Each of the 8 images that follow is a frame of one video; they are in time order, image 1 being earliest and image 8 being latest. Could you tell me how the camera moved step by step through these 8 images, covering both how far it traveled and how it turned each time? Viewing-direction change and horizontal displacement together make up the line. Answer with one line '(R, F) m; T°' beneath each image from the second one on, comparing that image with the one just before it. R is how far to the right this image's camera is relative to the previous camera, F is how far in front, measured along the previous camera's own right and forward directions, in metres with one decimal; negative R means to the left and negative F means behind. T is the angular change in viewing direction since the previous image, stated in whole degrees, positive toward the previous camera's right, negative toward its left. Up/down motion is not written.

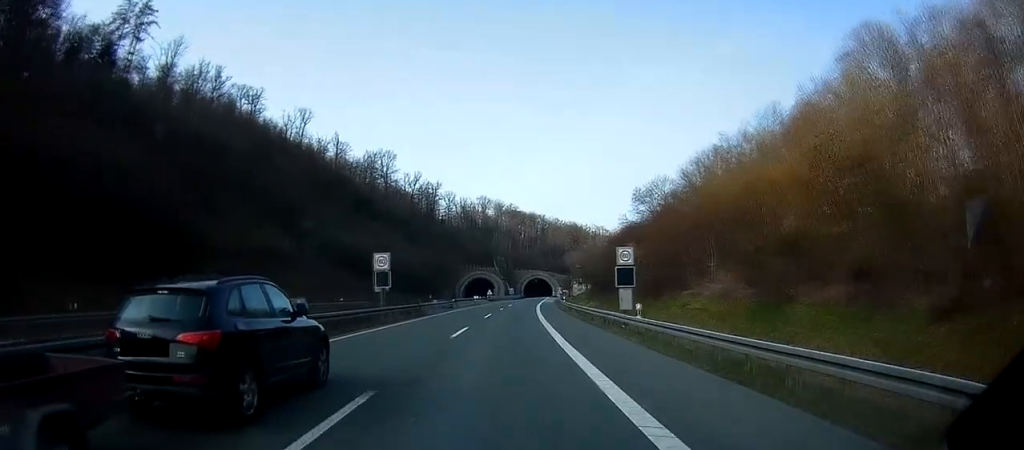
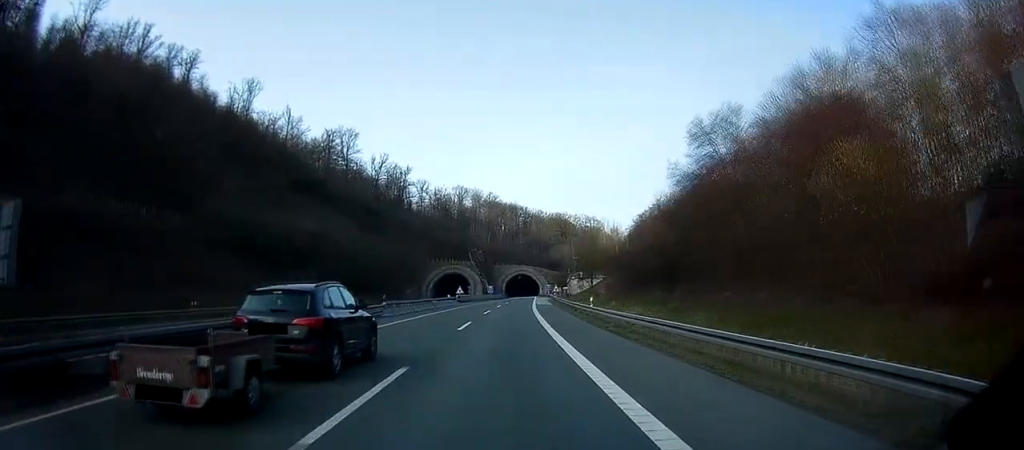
(+0.7, +33.6) m; +2°
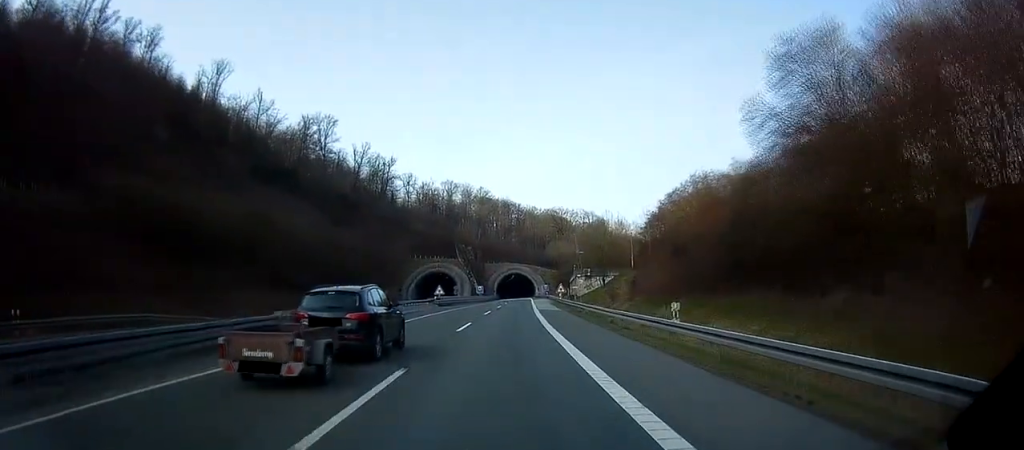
(+0.3, +18.4) m; +1°
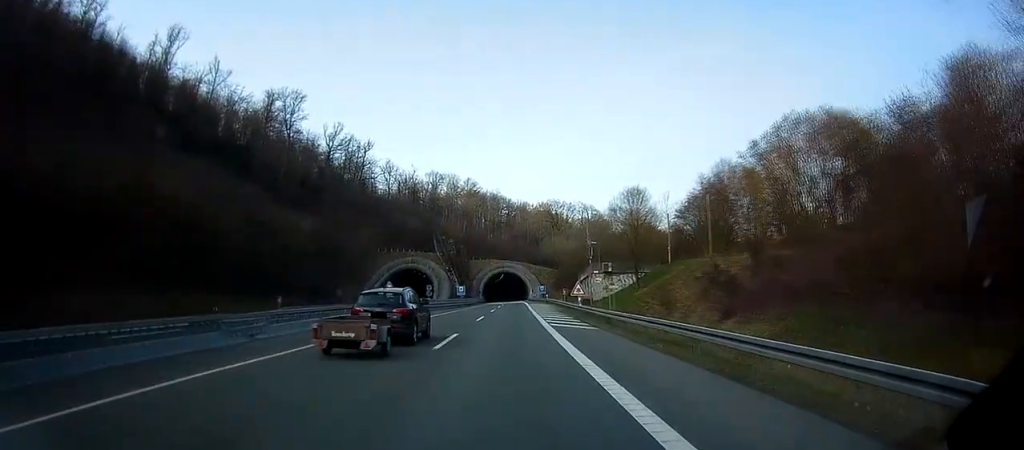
(0.0, +24.6) m; +1°
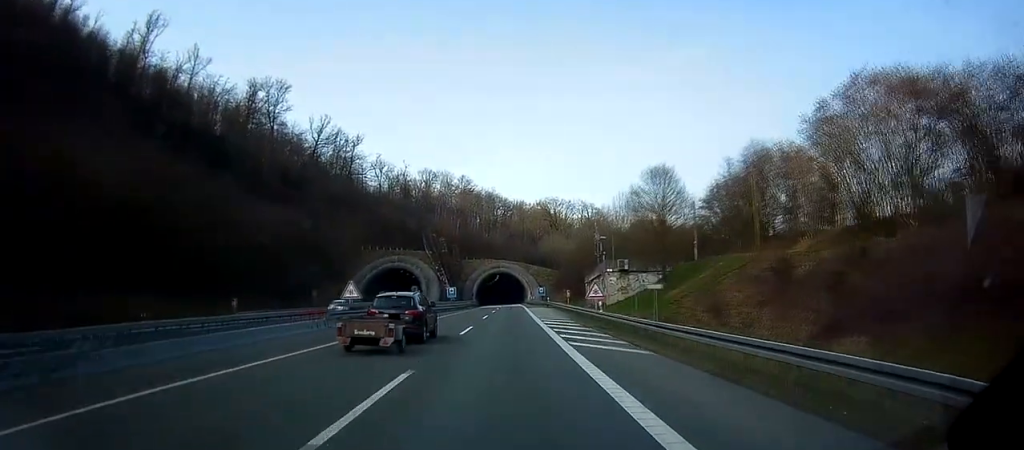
(0.0, +10.0) m; +1°
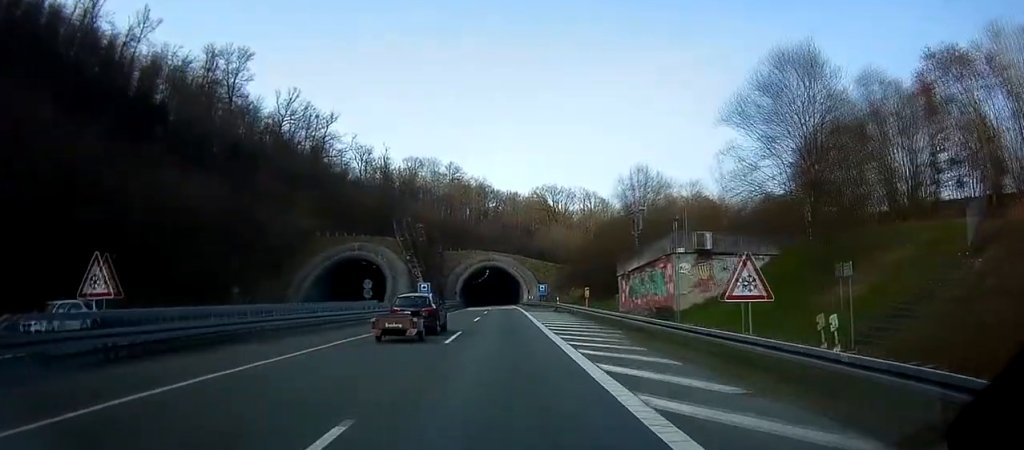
(+0.5, +21.9) m; +1°
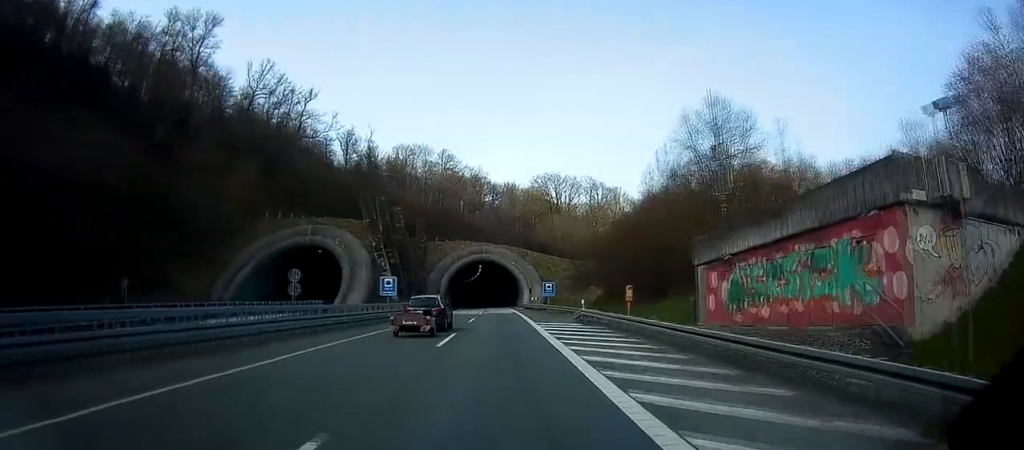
(-0.2, +18.0) m; 0°
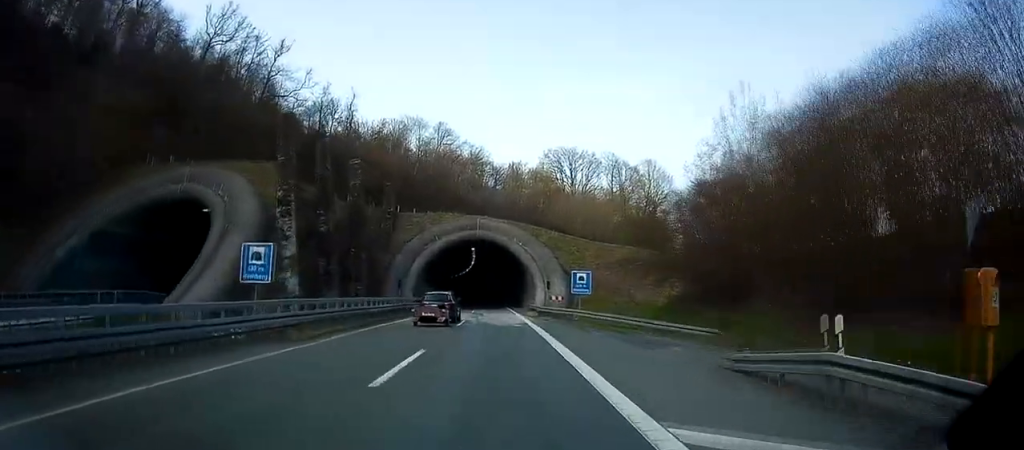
(+0.2, +25.4) m; 0°
